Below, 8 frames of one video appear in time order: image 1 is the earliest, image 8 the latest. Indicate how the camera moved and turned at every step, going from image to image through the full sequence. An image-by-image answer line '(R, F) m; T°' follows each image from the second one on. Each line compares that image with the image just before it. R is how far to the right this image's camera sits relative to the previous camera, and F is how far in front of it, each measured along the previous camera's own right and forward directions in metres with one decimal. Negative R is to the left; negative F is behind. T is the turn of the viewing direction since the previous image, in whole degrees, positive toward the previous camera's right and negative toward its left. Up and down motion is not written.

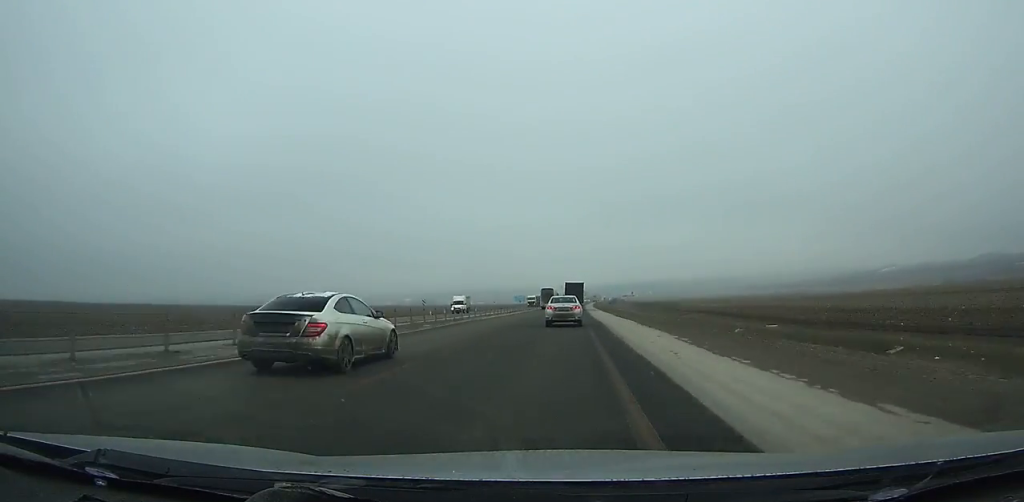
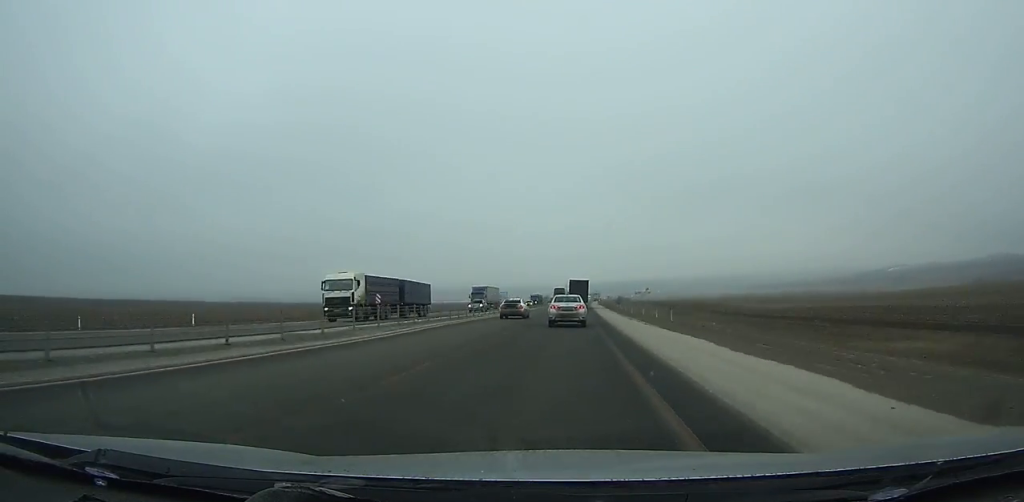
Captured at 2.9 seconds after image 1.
(+0.3, +71.3) m; +1°
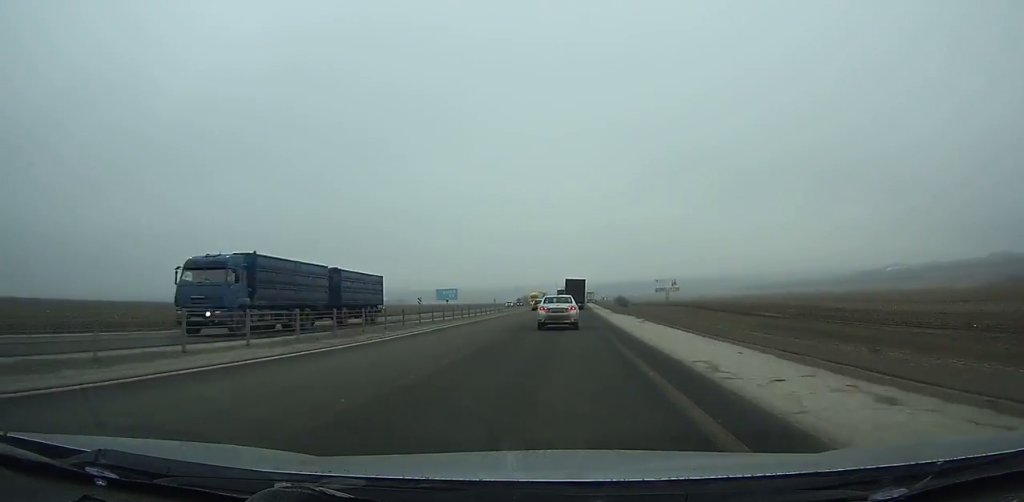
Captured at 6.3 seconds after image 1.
(+0.6, +82.7) m; +1°
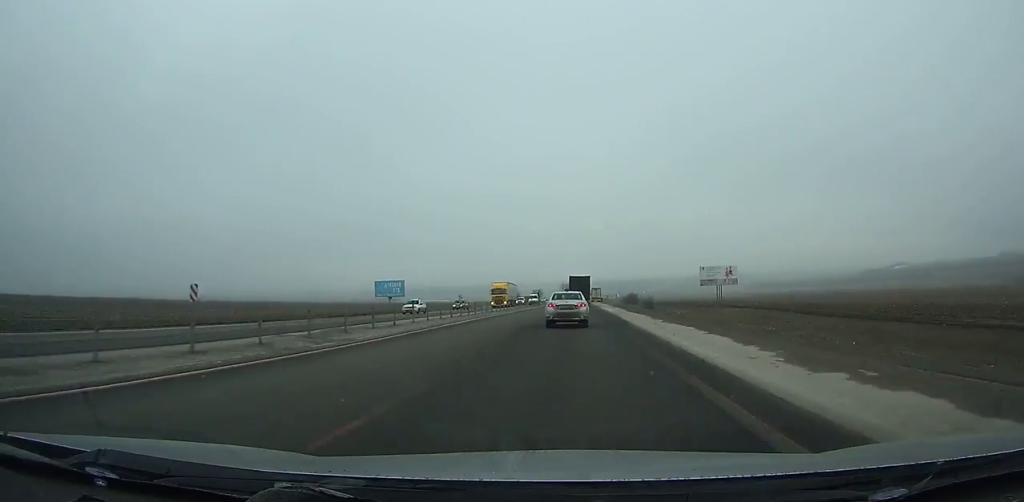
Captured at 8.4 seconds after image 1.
(+0.2, +50.5) m; +1°
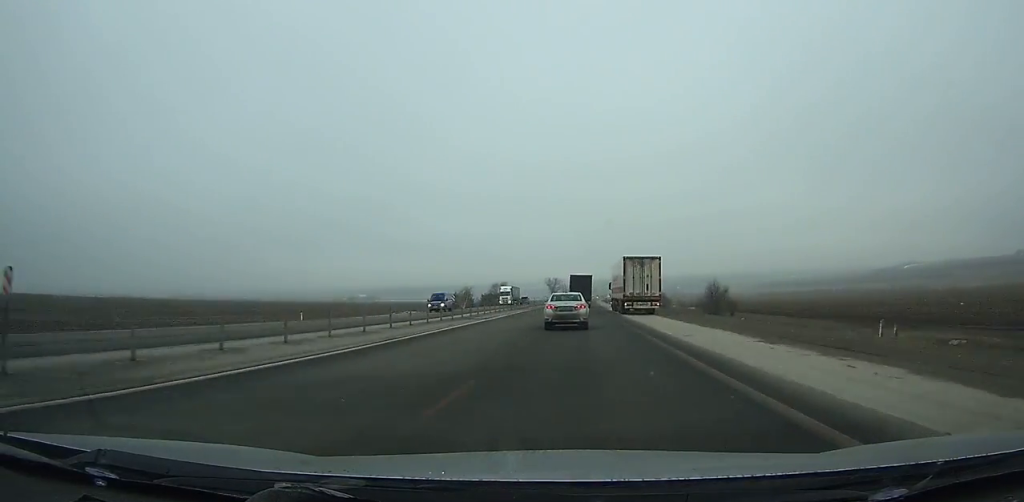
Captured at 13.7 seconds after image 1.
(+1.2, +124.9) m; +1°
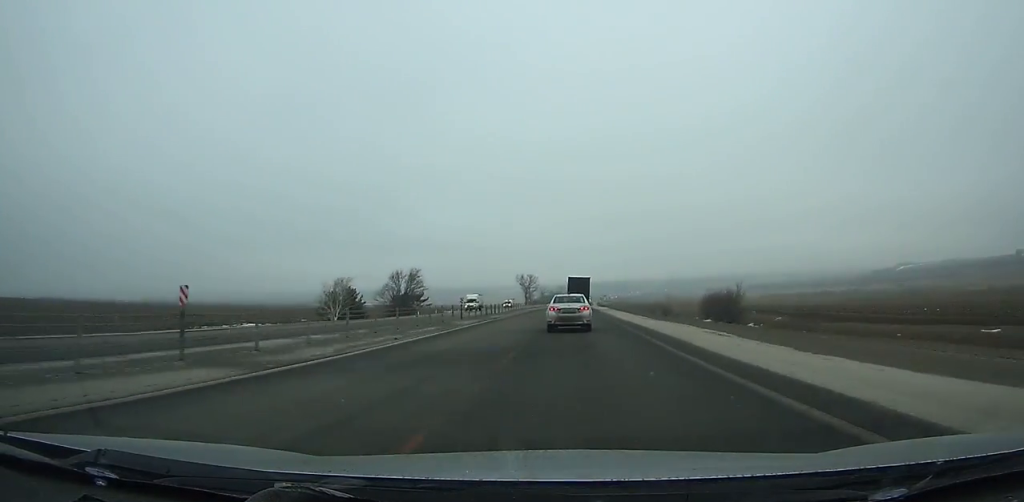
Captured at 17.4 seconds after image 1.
(+0.5, +84.9) m; +1°
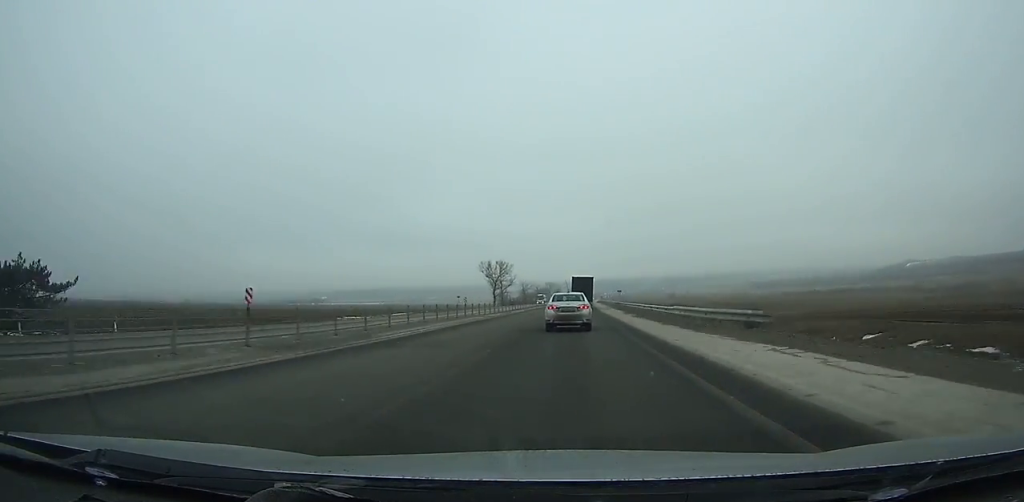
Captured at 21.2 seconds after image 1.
(+1.2, +85.5) m; +1°
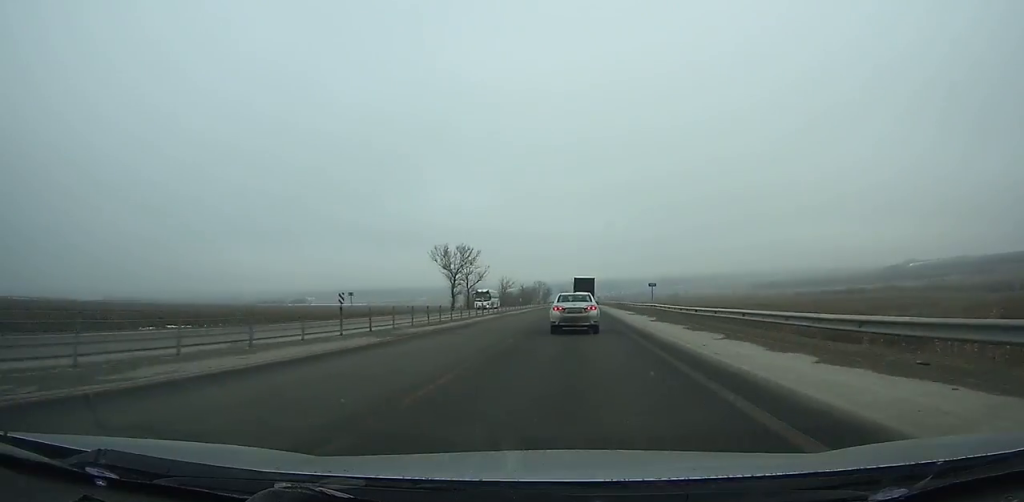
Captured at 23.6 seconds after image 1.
(+0.3, +53.3) m; +1°
